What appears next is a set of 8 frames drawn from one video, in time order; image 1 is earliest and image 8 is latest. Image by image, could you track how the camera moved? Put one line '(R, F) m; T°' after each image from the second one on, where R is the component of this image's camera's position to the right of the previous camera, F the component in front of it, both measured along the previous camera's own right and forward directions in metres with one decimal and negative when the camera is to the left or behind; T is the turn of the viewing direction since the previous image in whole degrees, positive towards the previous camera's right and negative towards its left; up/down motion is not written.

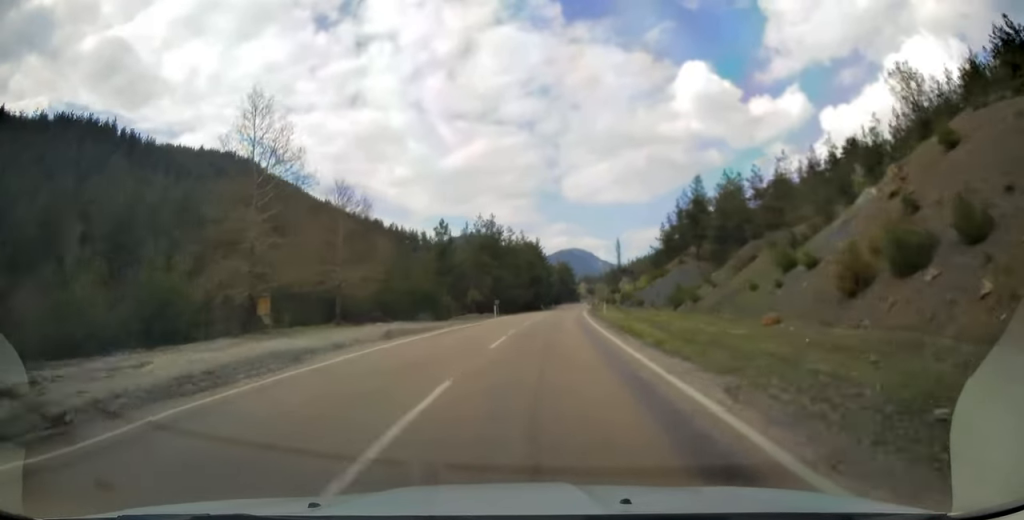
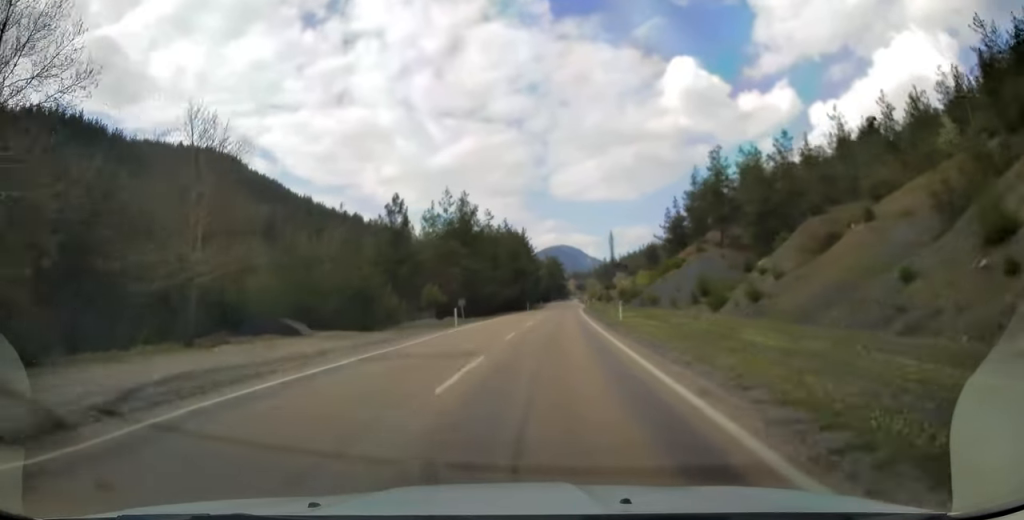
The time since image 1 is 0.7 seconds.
(+0.3, +18.0) m; +1°
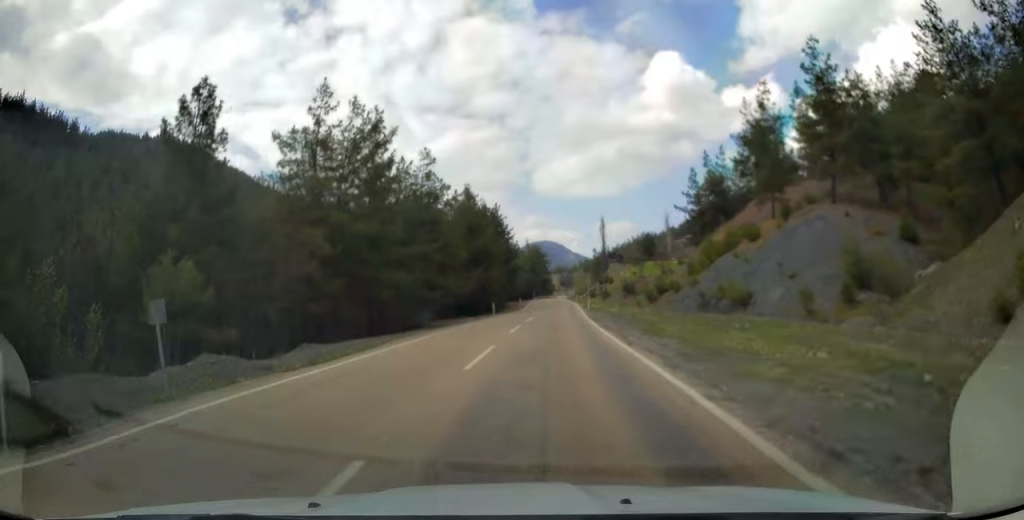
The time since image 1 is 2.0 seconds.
(+0.4, +32.1) m; +2°
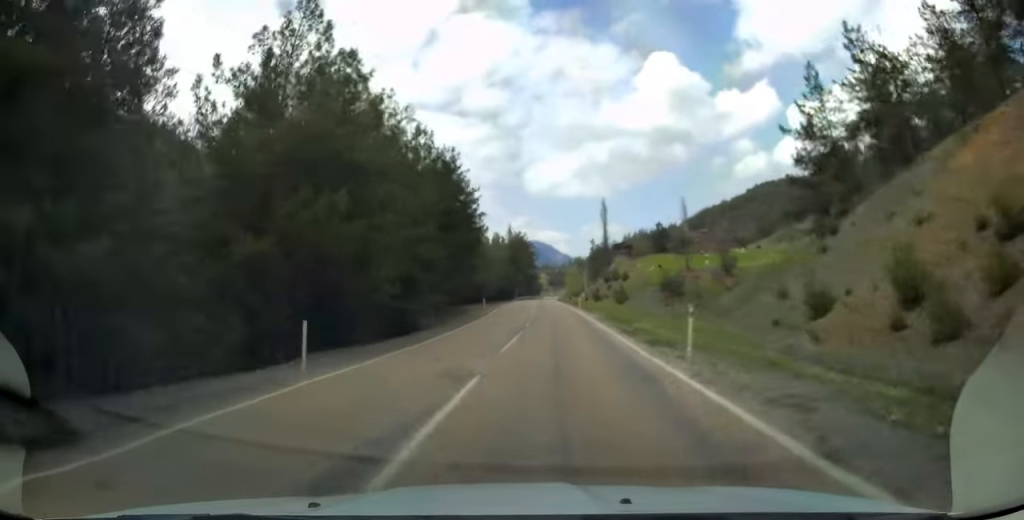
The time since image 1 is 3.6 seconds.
(+0.8, +40.4) m; +2°
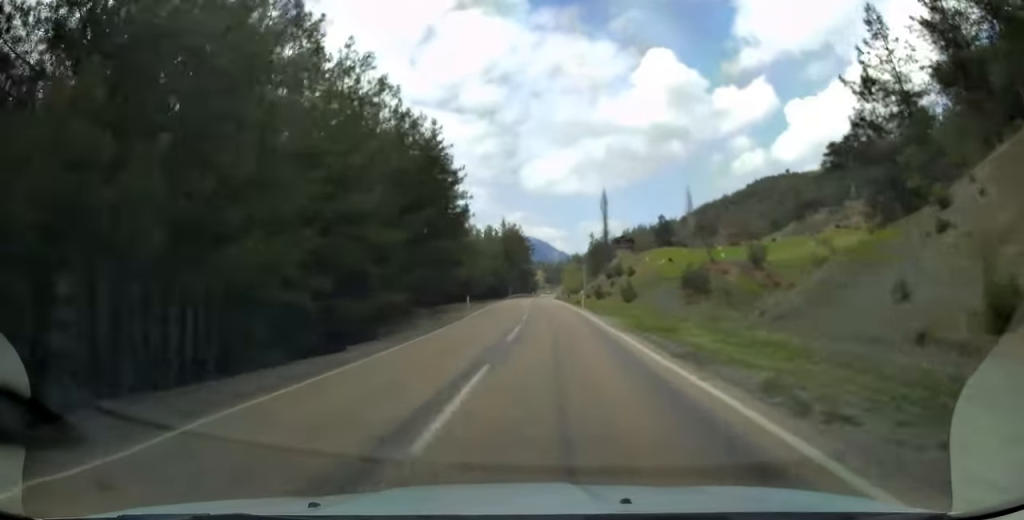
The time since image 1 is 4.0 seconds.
(0.0, +9.9) m; 0°
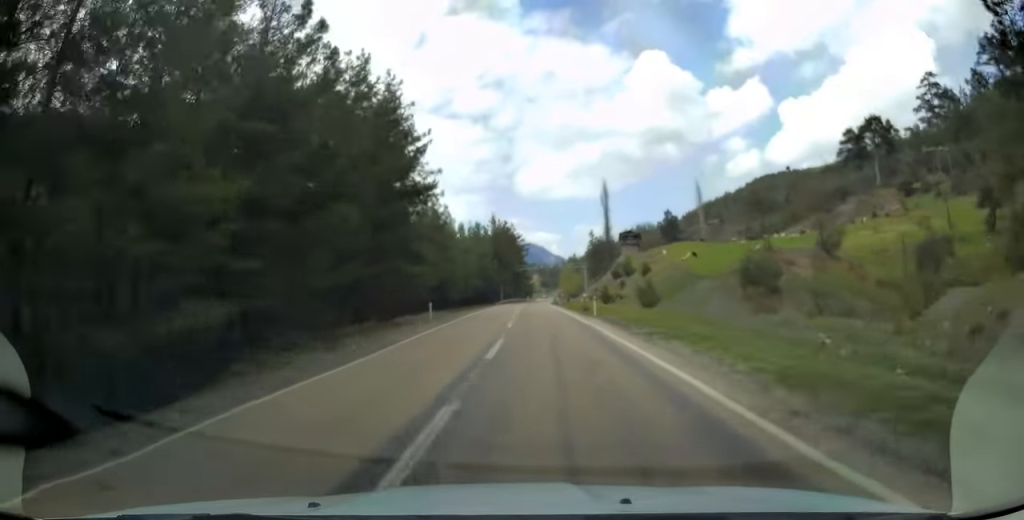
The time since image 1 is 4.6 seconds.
(0.0, +14.9) m; 0°
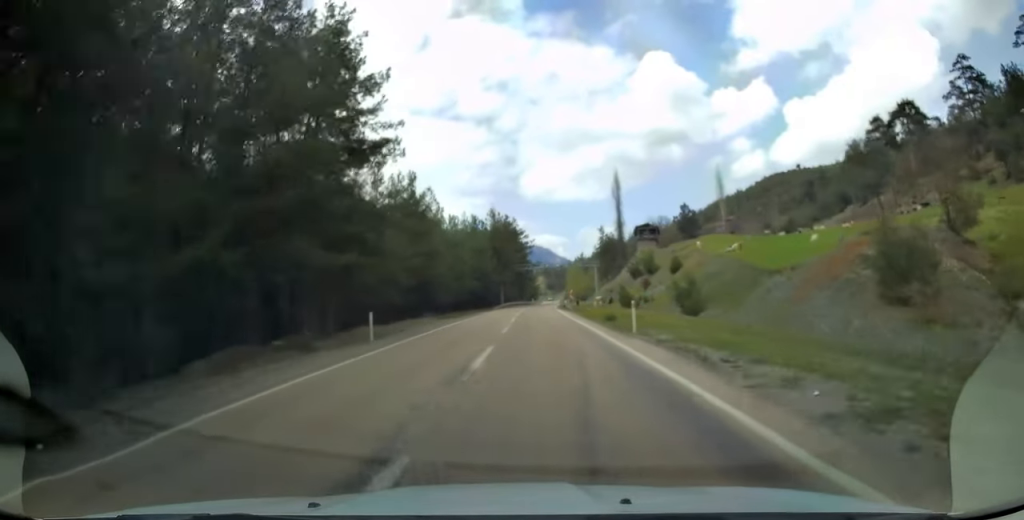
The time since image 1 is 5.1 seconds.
(0.0, +13.3) m; 0°
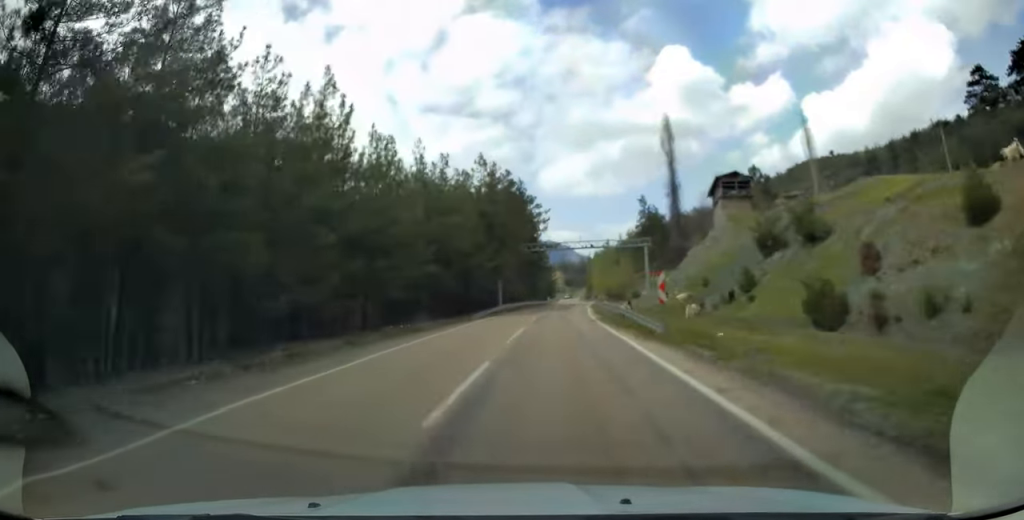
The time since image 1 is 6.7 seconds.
(-0.5, +38.7) m; -1°
